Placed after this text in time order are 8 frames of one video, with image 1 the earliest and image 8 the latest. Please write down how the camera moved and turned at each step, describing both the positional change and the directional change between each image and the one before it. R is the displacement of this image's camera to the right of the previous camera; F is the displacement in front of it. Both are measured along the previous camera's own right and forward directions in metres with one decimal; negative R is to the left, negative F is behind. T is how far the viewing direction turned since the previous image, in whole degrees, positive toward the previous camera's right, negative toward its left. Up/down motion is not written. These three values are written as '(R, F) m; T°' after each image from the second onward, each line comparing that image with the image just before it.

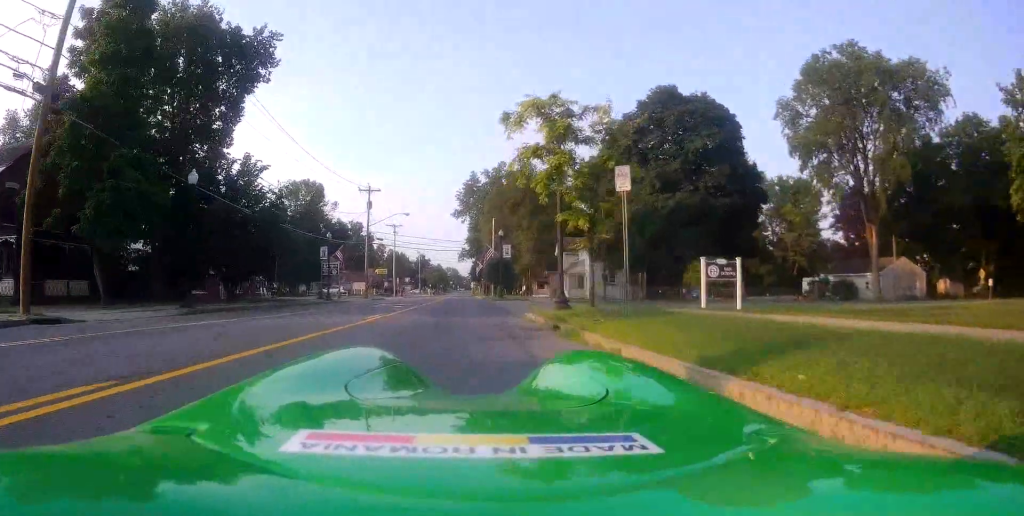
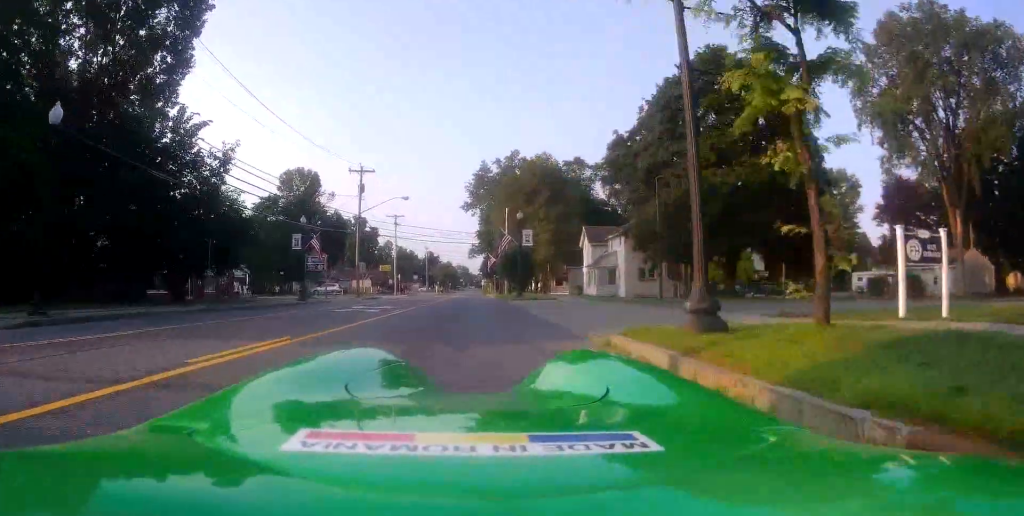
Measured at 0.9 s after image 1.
(-0.2, +10.0) m; -2°
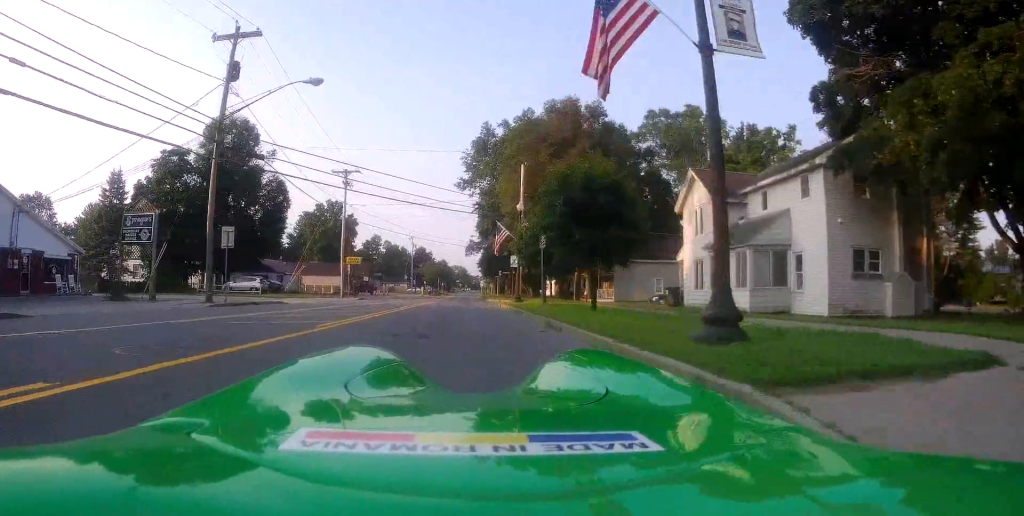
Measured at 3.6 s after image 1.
(0.0, +29.3) m; +1°
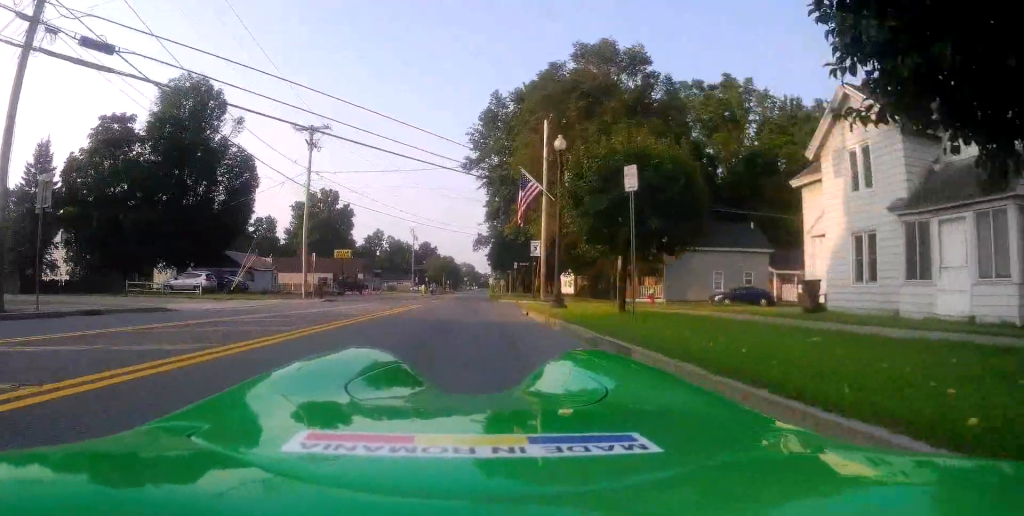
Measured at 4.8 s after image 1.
(-0.2, +12.7) m; -2°
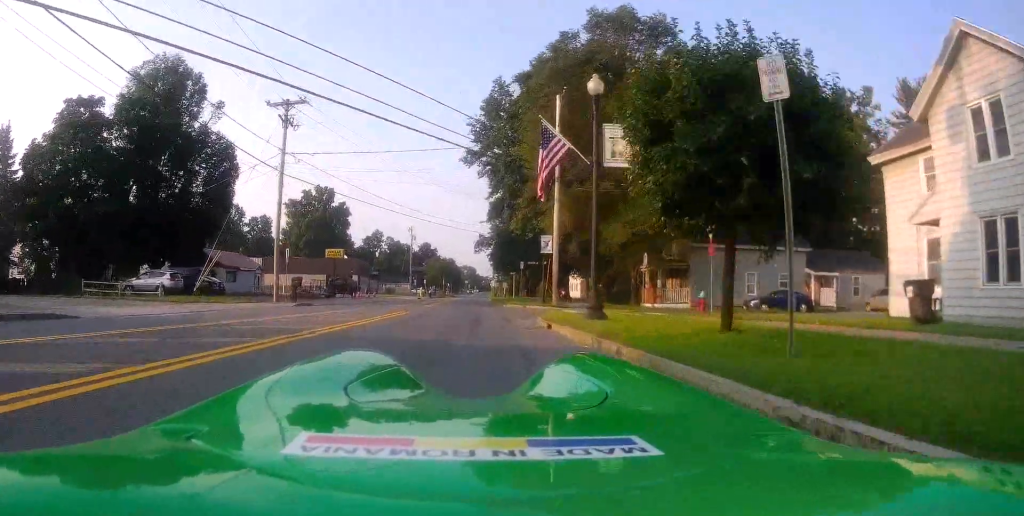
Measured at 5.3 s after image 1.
(-0.2, +5.5) m; 0°
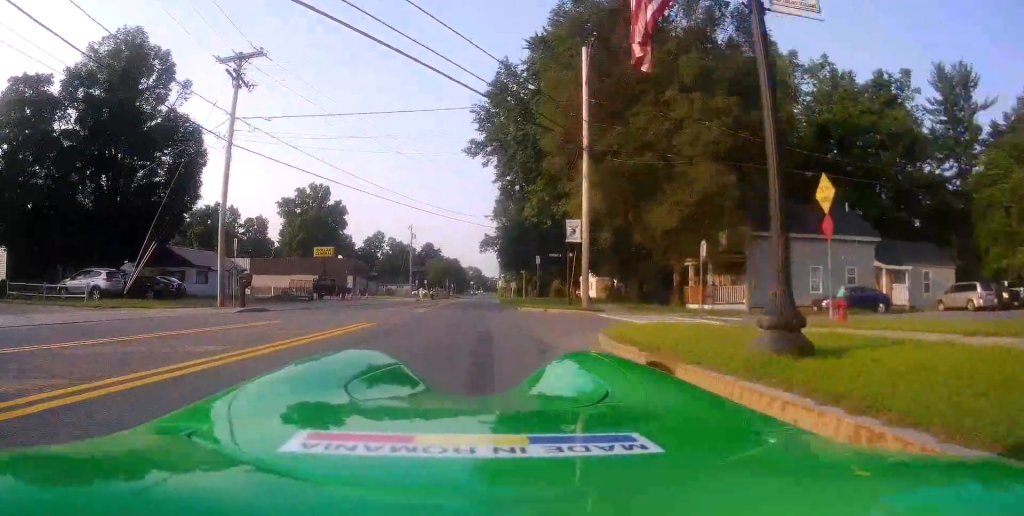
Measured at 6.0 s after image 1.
(+0.1, +7.7) m; 0°
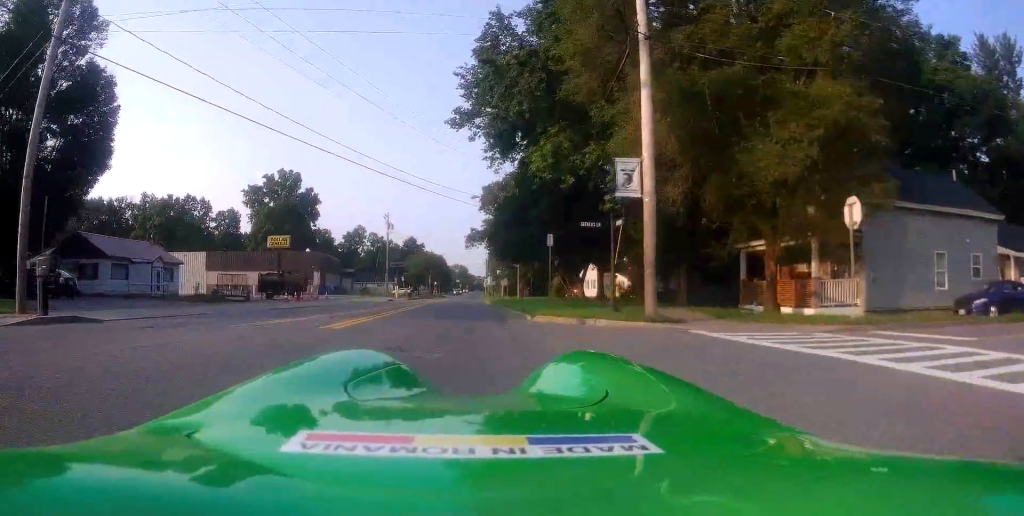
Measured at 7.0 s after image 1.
(0.0, +11.3) m; 0°
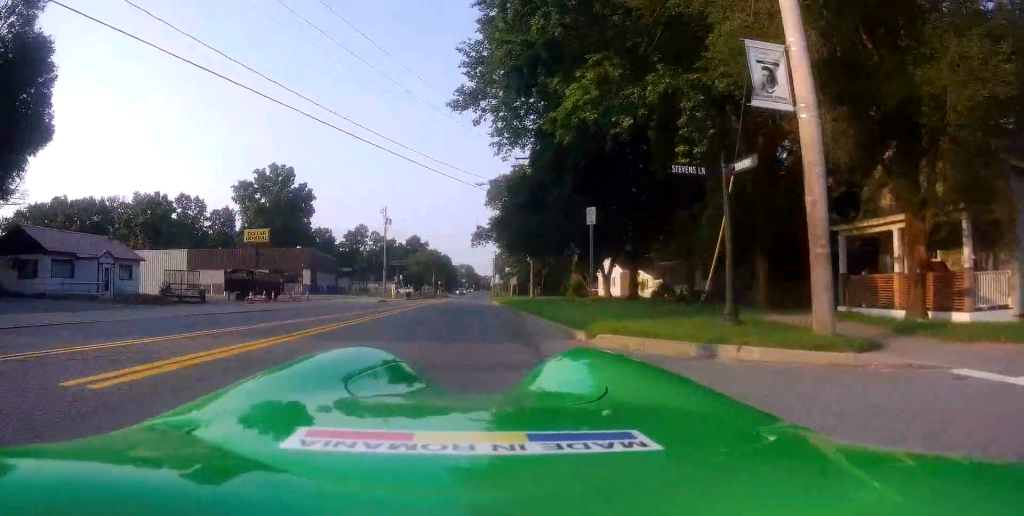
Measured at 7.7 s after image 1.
(-0.1, +7.2) m; 0°
